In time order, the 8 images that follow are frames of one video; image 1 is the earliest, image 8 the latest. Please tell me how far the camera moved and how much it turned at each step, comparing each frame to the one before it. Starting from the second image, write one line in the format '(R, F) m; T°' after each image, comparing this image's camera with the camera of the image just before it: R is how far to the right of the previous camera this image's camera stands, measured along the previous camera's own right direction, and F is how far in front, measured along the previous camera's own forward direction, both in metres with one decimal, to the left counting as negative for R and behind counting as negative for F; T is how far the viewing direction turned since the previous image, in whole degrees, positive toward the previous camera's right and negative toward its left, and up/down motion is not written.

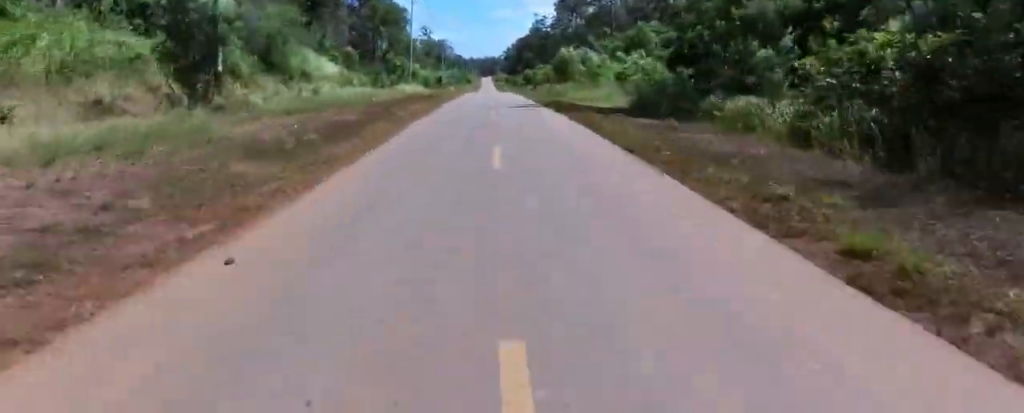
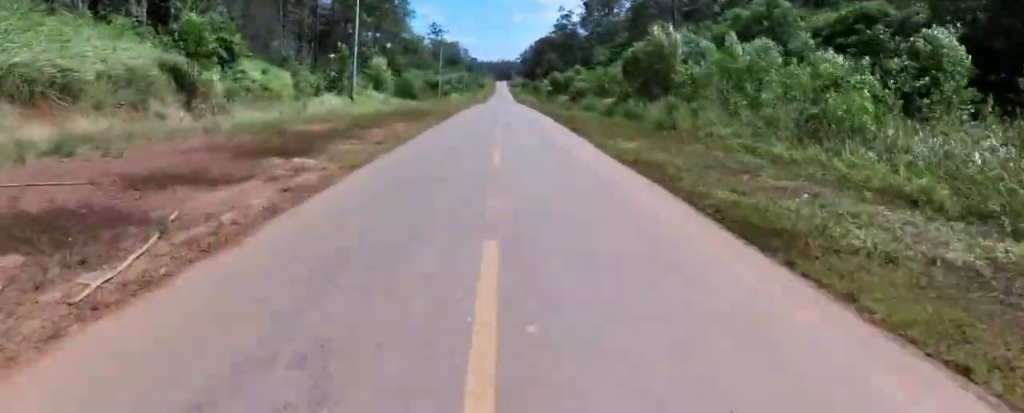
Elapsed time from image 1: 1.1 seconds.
(+0.4, +29.7) m; +1°
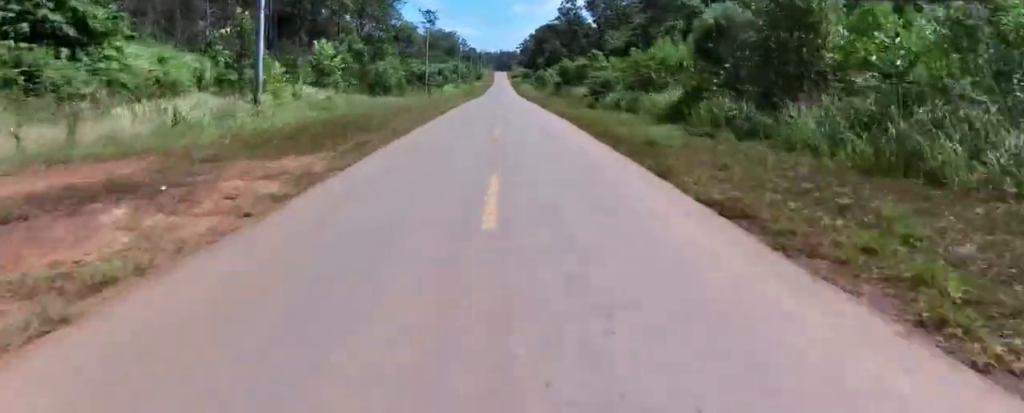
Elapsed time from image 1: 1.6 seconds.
(-0.1, +13.5) m; +1°
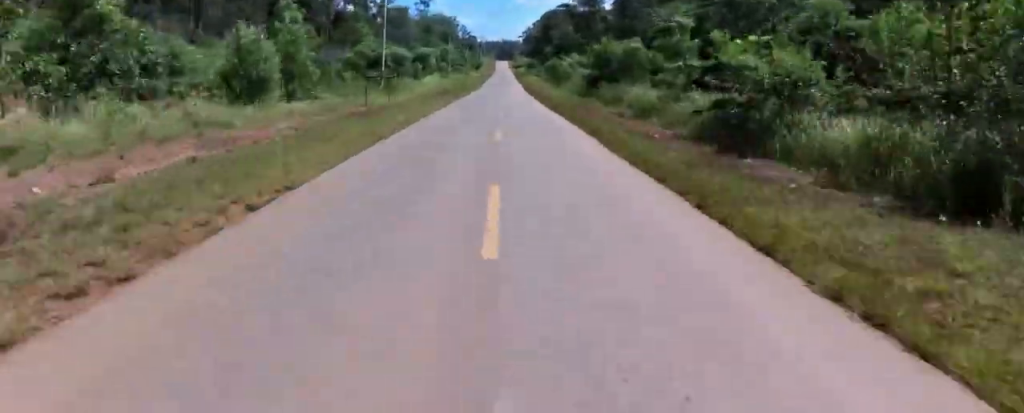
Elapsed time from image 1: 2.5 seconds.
(+0.3, +23.5) m; -1°
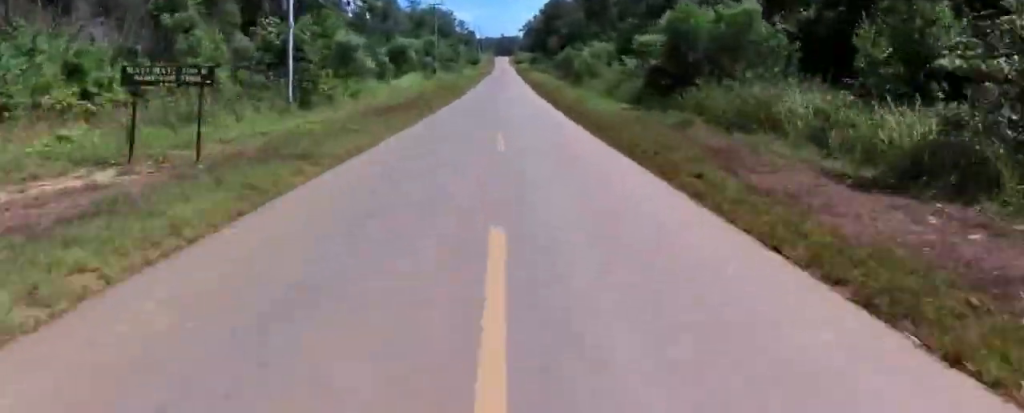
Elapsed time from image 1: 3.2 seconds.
(-0.3, +18.7) m; -1°
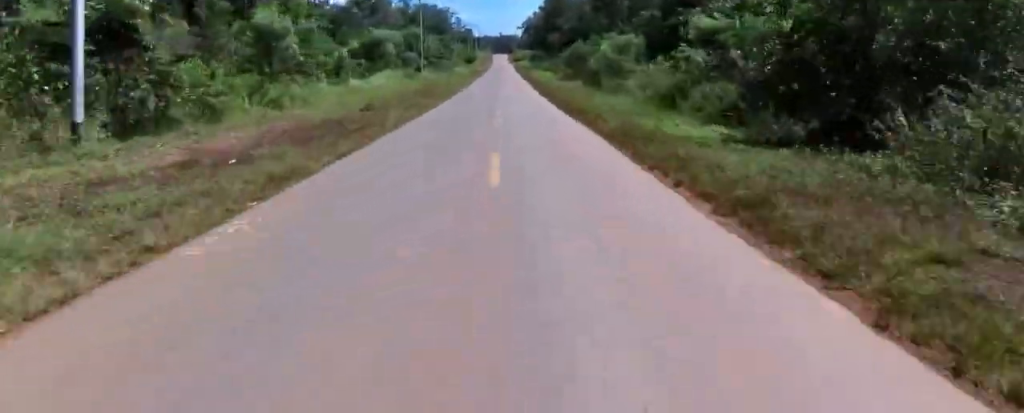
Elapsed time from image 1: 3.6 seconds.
(-0.2, +11.5) m; -1°
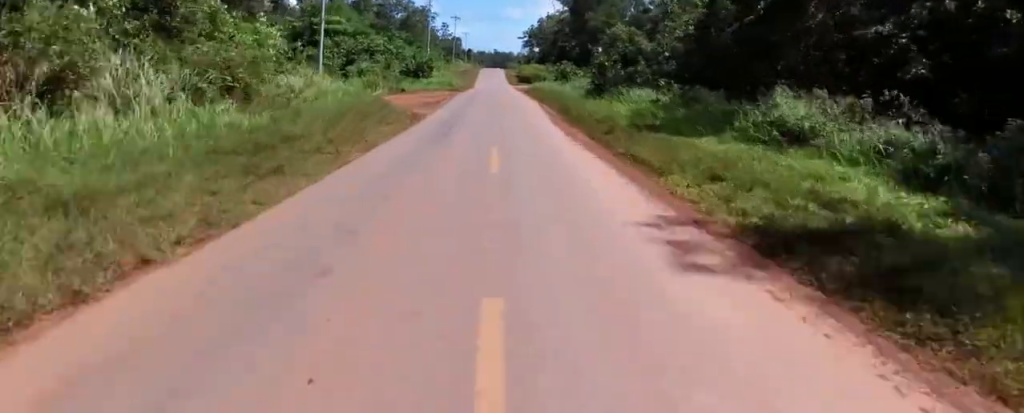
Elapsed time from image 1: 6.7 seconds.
(+0.7, +77.8) m; +3°
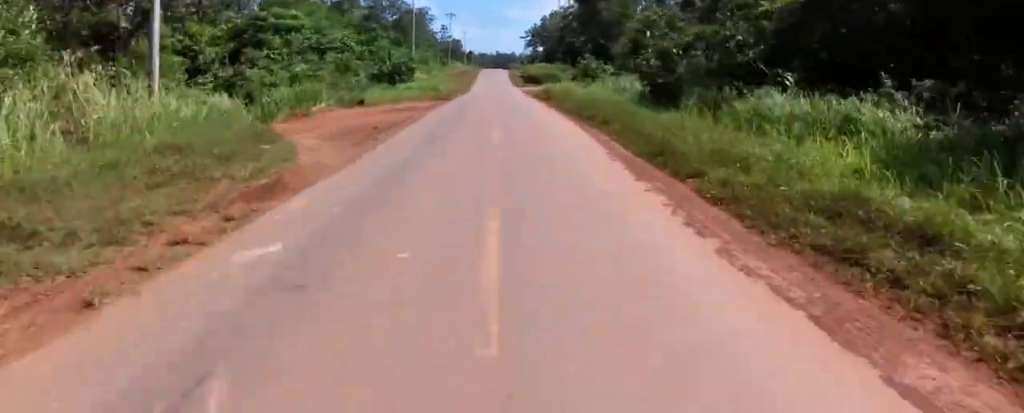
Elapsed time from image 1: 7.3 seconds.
(0.0, +14.0) m; 0°
